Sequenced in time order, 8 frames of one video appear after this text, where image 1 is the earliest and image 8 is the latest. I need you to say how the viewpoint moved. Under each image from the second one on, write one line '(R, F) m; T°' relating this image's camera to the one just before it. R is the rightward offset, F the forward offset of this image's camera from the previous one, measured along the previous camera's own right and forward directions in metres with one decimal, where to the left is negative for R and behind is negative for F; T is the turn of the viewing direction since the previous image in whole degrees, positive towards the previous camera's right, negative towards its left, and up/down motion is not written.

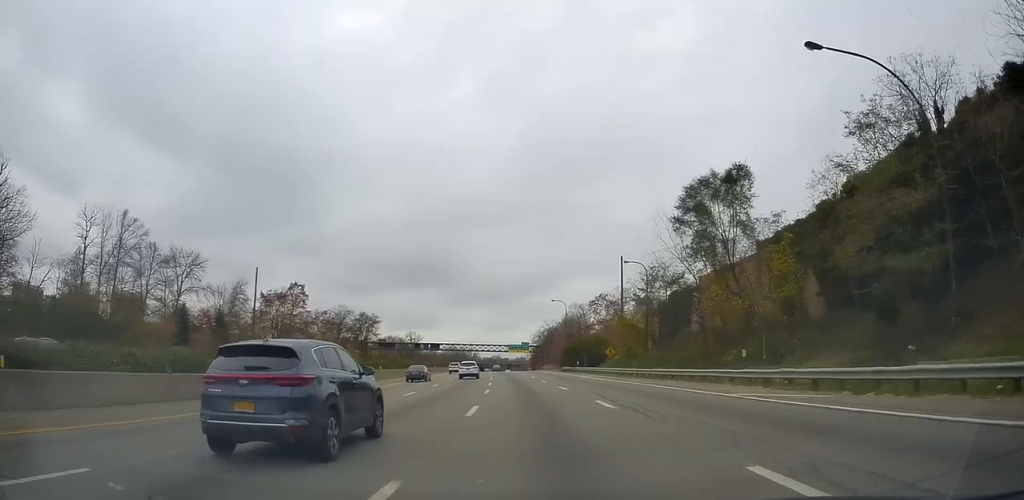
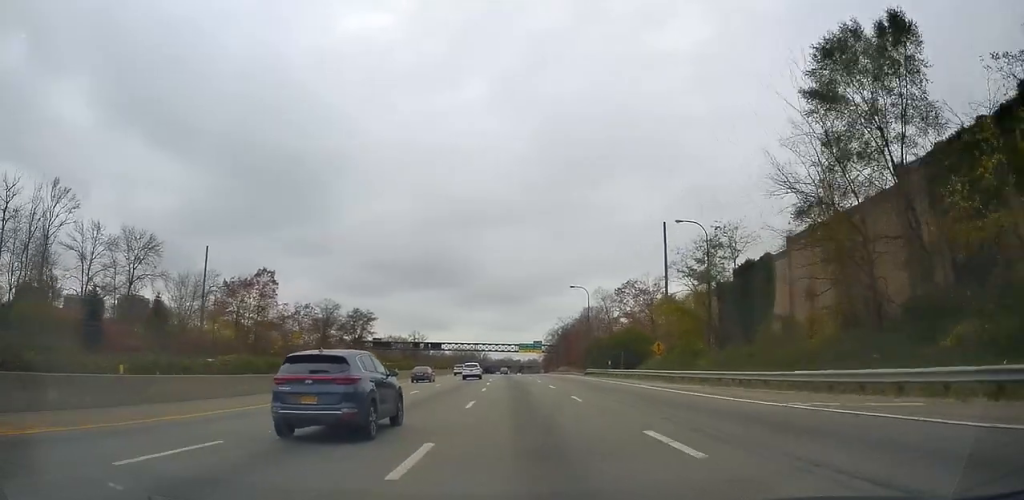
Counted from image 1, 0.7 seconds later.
(-0.6, +20.7) m; -2°
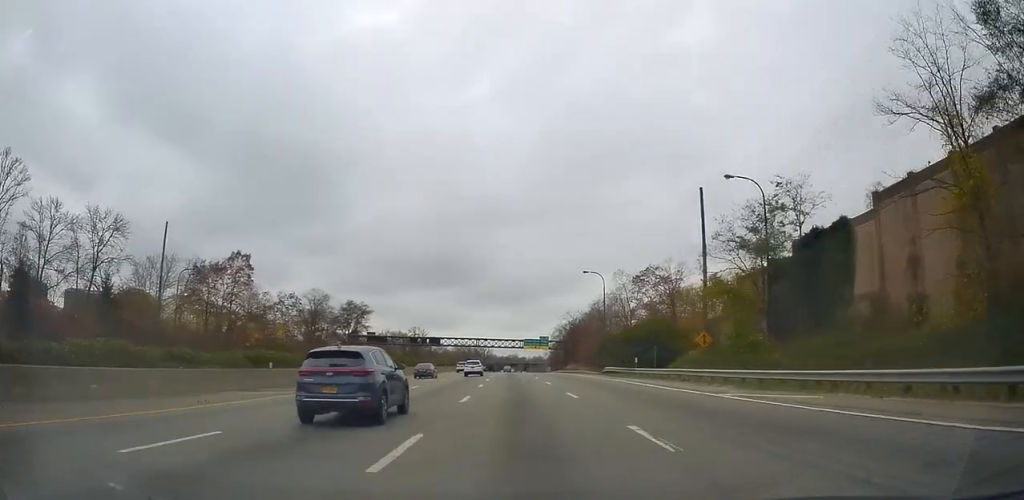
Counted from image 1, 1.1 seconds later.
(-0.1, +12.0) m; -1°
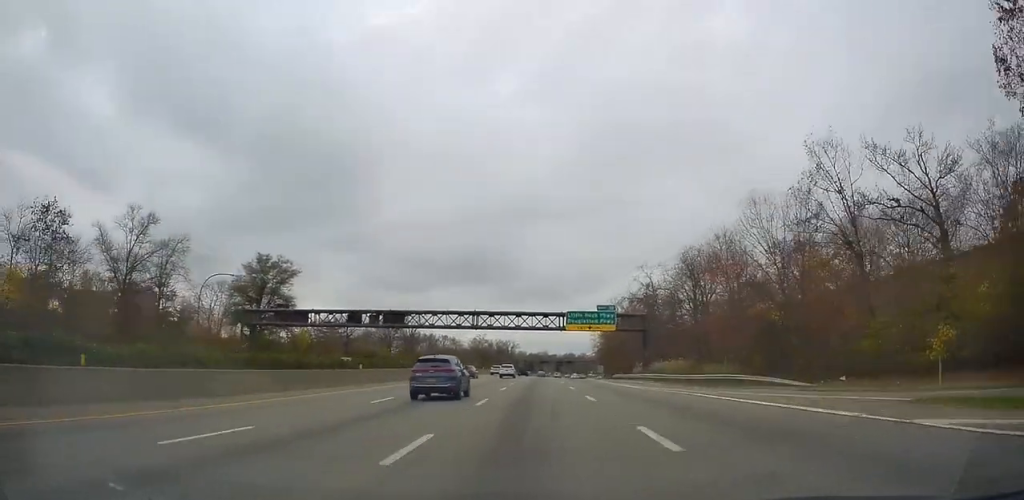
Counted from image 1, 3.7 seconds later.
(-2.1, +73.3) m; -3°
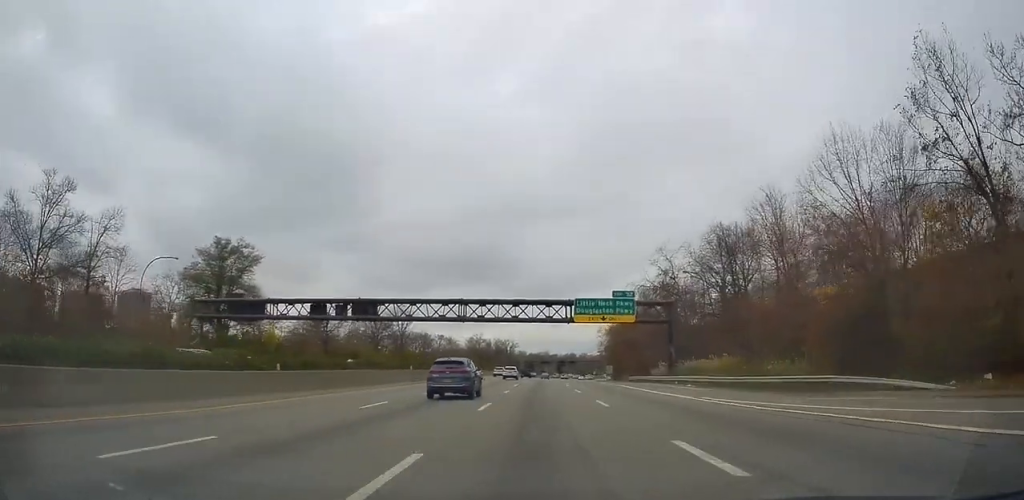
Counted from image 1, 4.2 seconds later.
(-0.1, +14.3) m; -1°
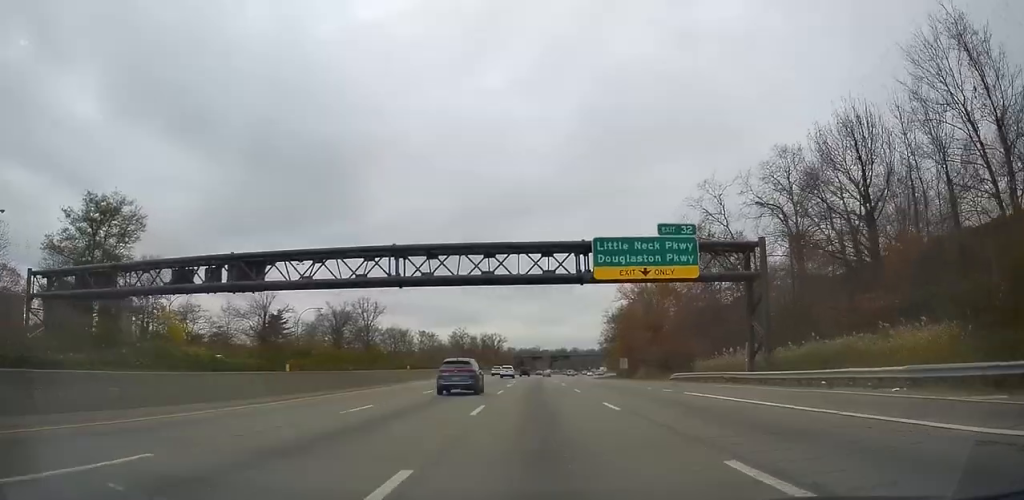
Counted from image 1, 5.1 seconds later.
(-0.3, +26.5) m; -1°
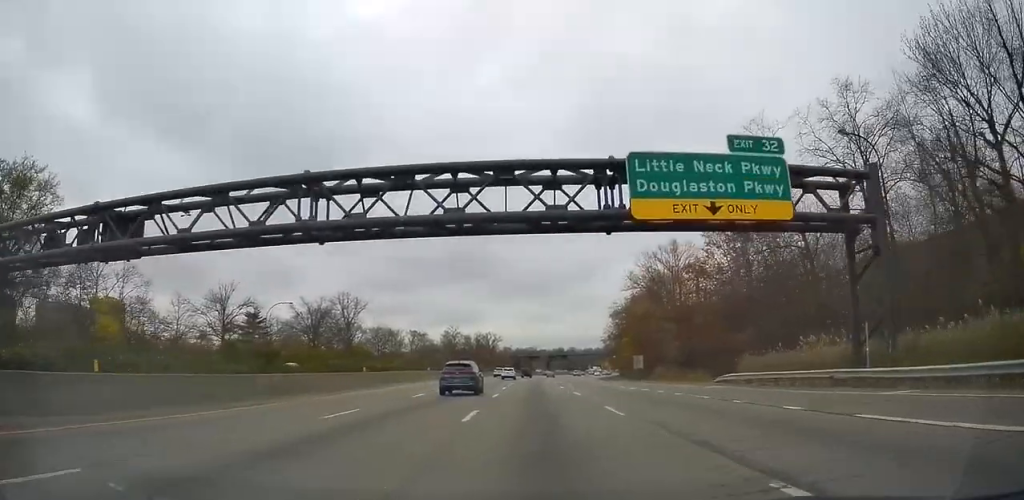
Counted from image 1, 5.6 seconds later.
(-0.2, +13.7) m; 0°
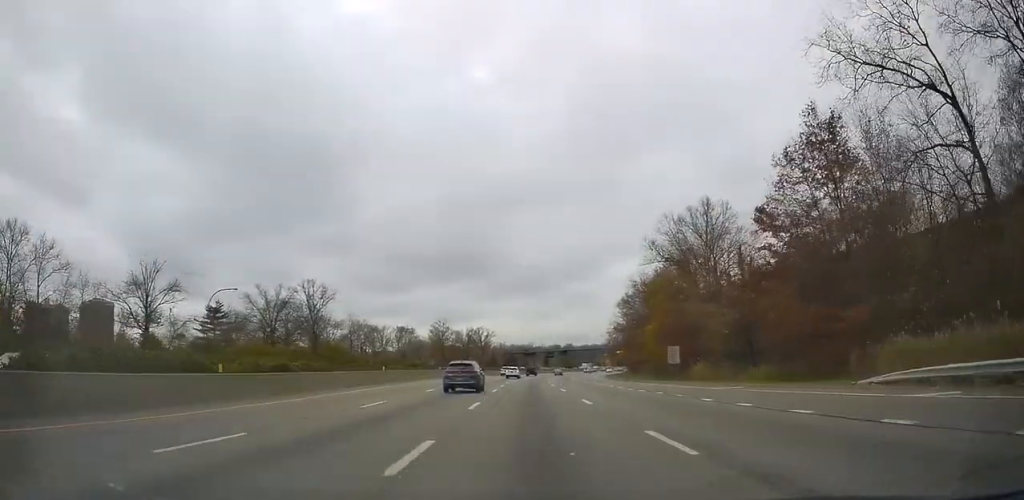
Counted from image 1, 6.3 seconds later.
(0.0, +19.4) m; +1°
